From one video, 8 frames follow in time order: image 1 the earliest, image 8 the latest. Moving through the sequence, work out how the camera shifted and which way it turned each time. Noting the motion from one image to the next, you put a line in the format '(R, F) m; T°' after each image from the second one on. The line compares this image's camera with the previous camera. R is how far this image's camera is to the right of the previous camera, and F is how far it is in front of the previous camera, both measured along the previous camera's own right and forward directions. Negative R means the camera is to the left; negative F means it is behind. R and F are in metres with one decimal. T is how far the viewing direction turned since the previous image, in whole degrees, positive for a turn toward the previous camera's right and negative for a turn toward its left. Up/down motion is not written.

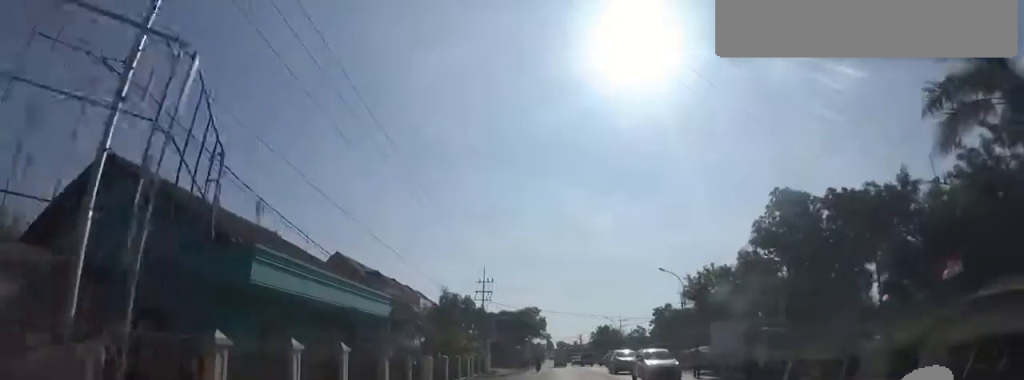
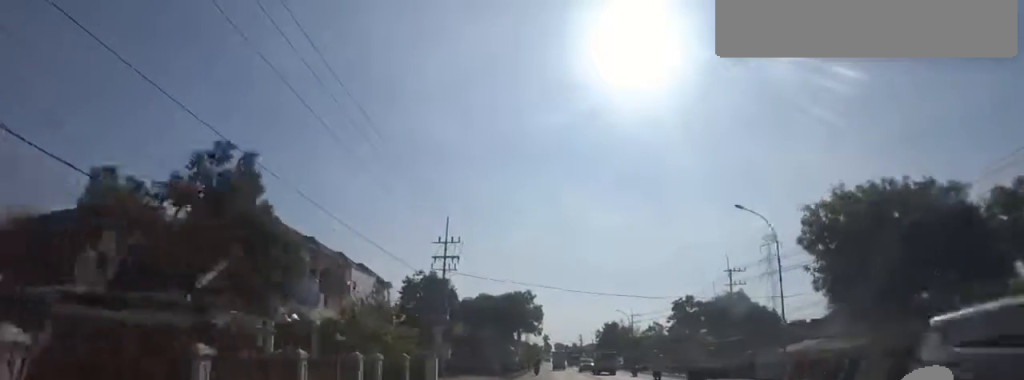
(-0.5, +18.6) m; 0°
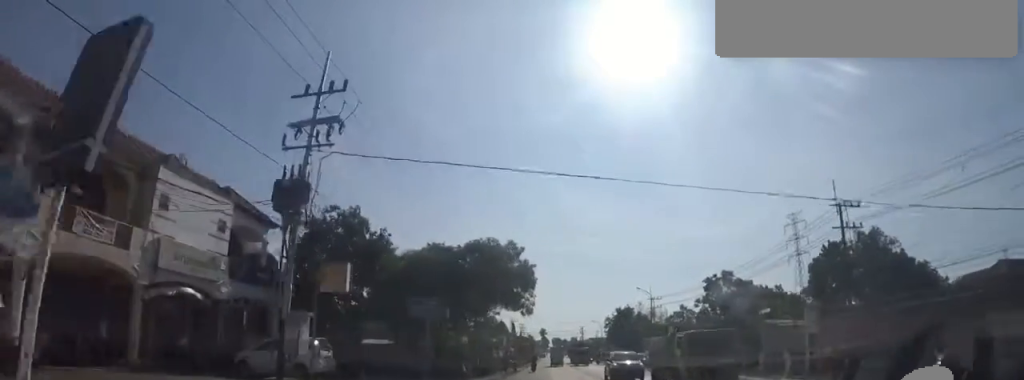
(+0.3, +19.6) m; 0°
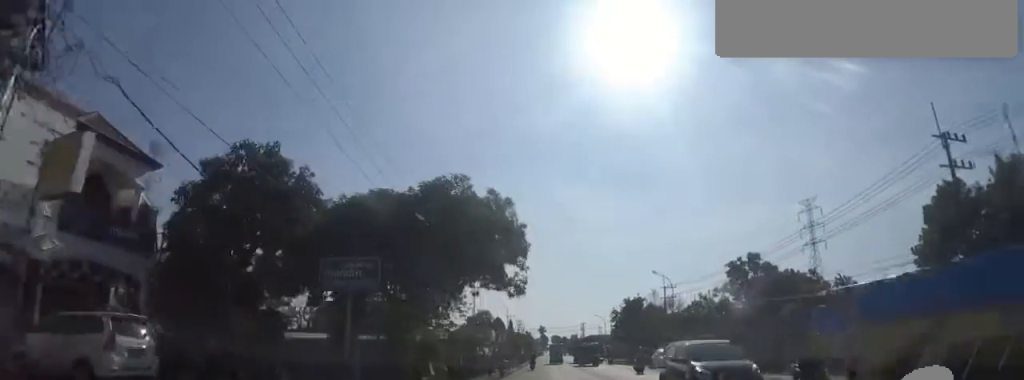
(-0.7, +9.4) m; 0°
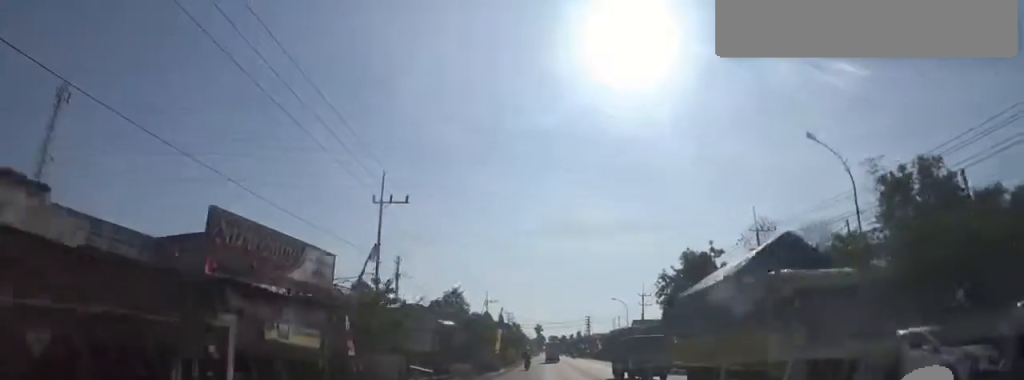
(+0.7, +29.3) m; -2°
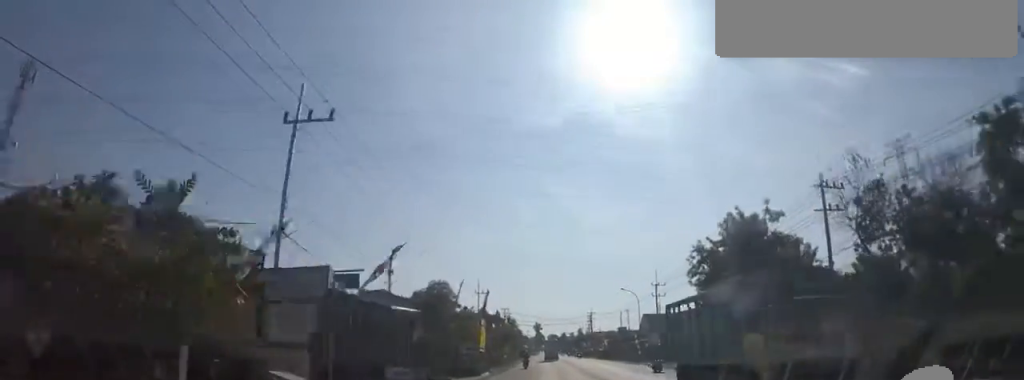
(-0.2, +8.8) m; 0°
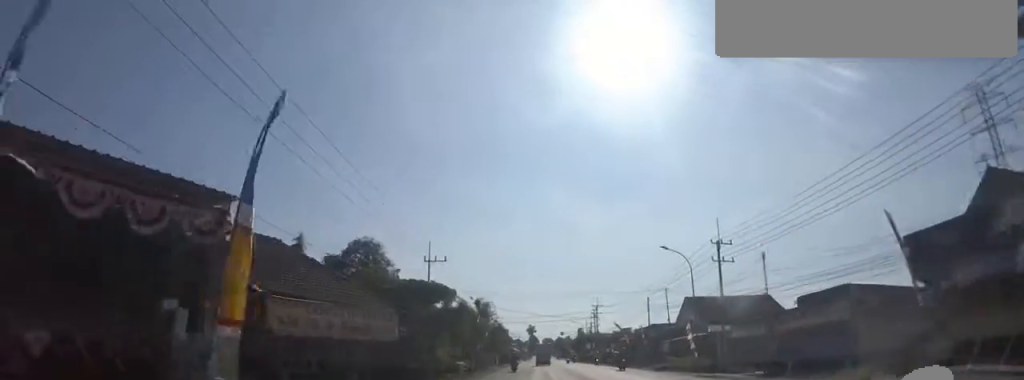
(+1.3, +23.5) m; +4°
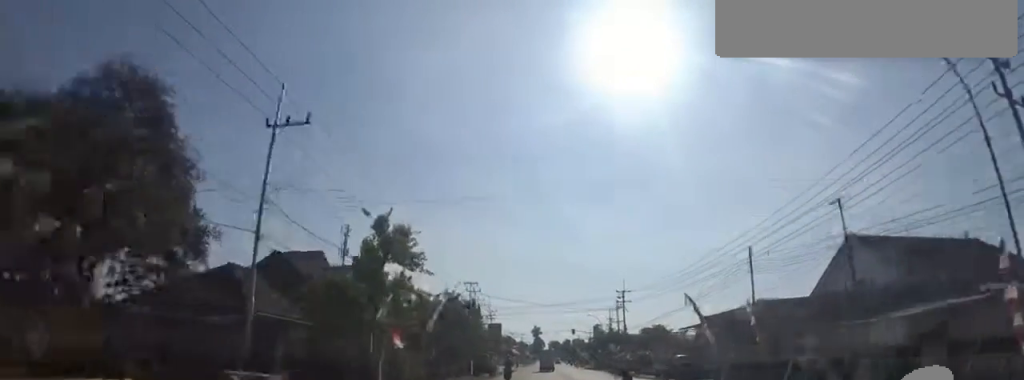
(-0.7, +24.9) m; 0°
